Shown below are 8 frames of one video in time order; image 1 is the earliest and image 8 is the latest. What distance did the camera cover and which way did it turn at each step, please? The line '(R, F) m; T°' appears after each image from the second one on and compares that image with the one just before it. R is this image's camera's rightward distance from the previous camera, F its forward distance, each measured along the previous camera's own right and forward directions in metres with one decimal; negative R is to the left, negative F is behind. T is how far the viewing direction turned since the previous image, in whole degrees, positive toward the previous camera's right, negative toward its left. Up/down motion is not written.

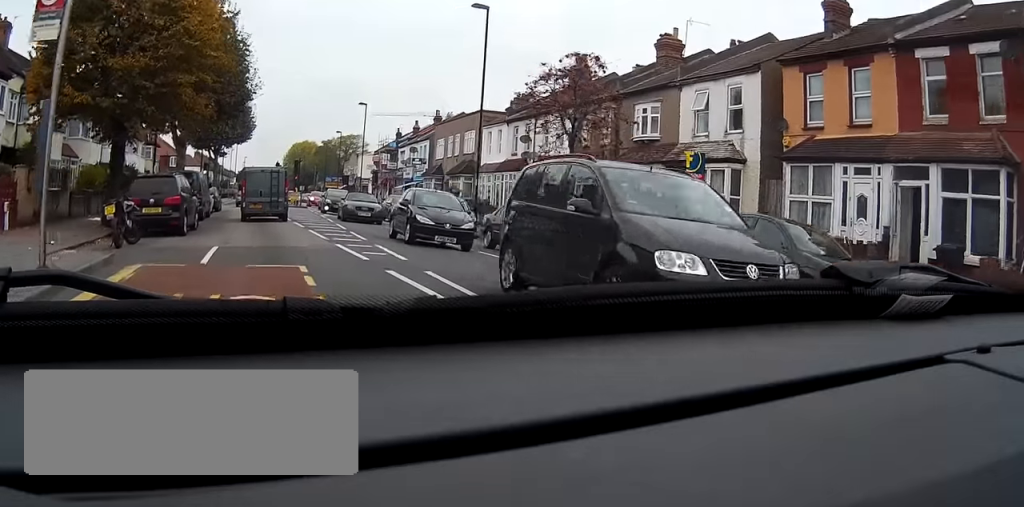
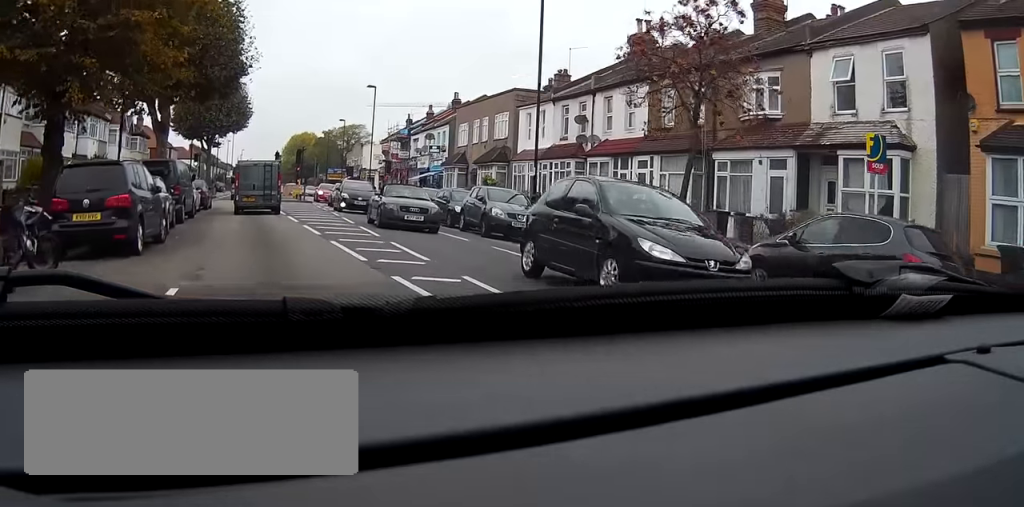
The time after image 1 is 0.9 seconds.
(0.0, +7.0) m; -1°
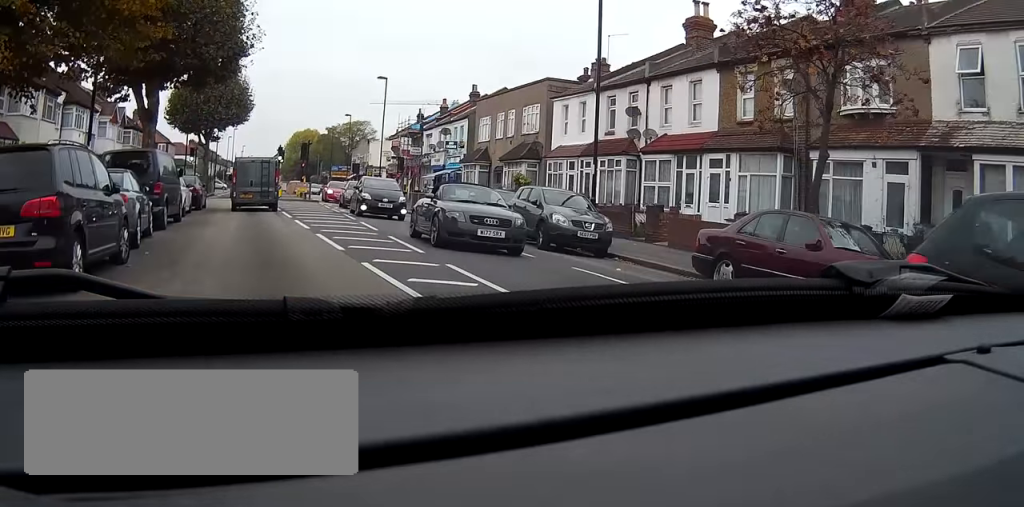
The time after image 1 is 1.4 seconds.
(0.0, +4.4) m; -1°
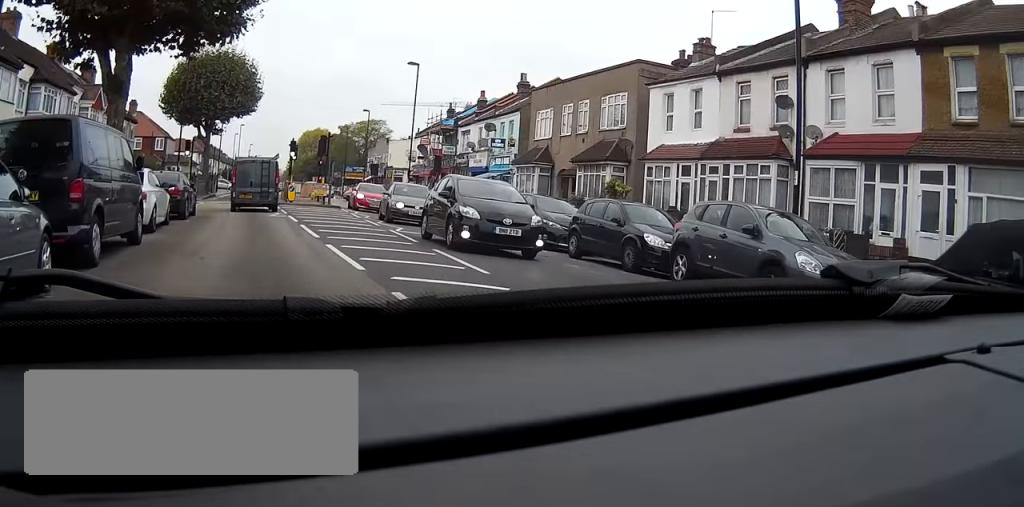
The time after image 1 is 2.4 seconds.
(-0.1, +8.7) m; -1°
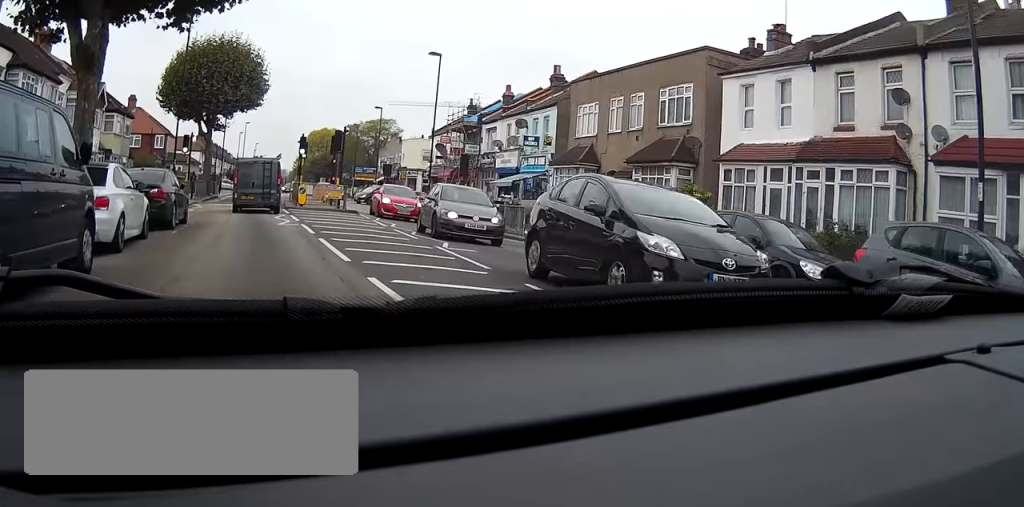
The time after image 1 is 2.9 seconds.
(0.0, +4.5) m; -1°
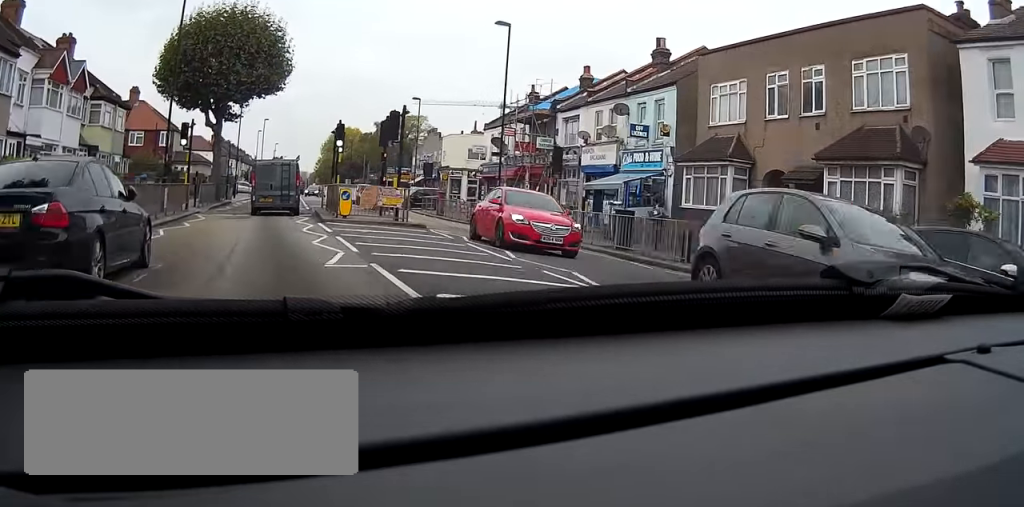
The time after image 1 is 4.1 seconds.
(-0.2, +9.7) m; -1°
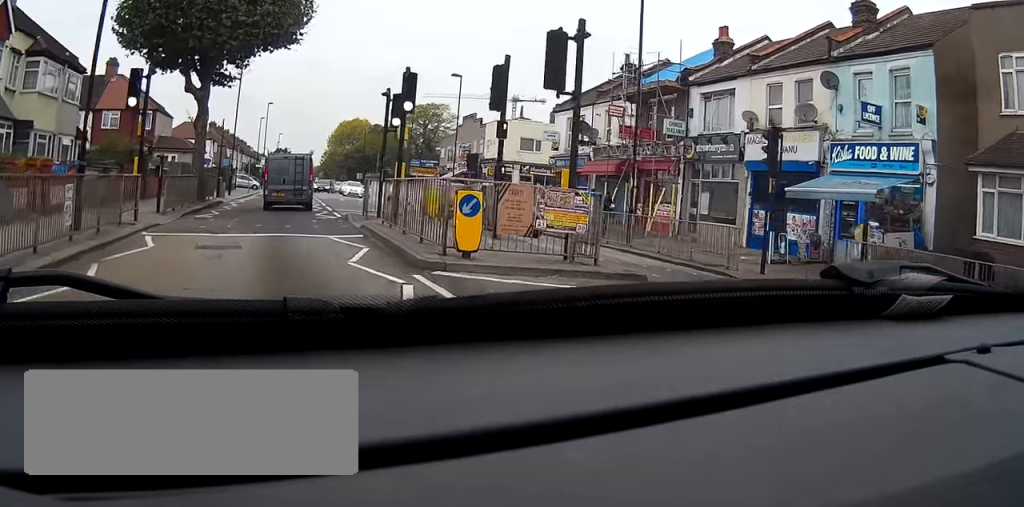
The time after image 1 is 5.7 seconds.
(0.0, +13.5) m; 0°
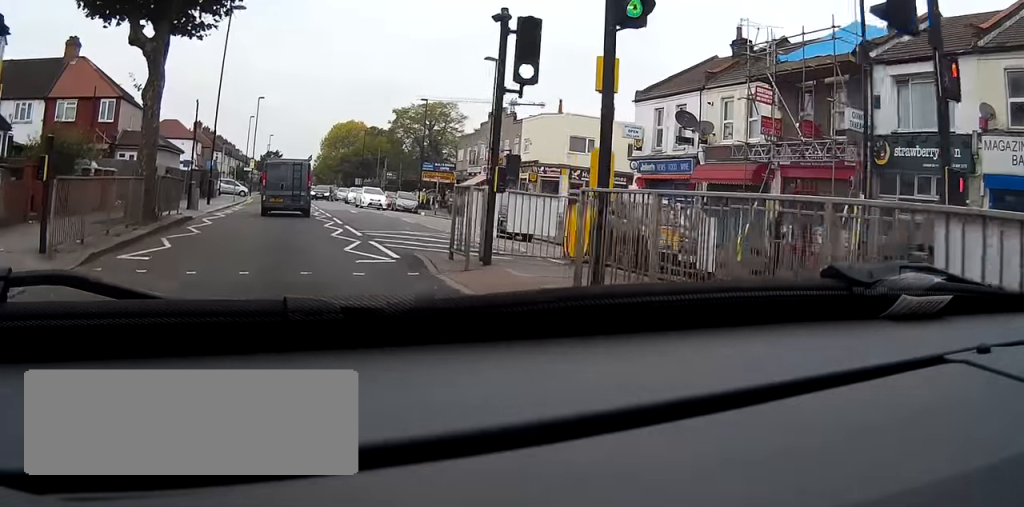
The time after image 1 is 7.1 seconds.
(+0.1, +11.2) m; 0°
